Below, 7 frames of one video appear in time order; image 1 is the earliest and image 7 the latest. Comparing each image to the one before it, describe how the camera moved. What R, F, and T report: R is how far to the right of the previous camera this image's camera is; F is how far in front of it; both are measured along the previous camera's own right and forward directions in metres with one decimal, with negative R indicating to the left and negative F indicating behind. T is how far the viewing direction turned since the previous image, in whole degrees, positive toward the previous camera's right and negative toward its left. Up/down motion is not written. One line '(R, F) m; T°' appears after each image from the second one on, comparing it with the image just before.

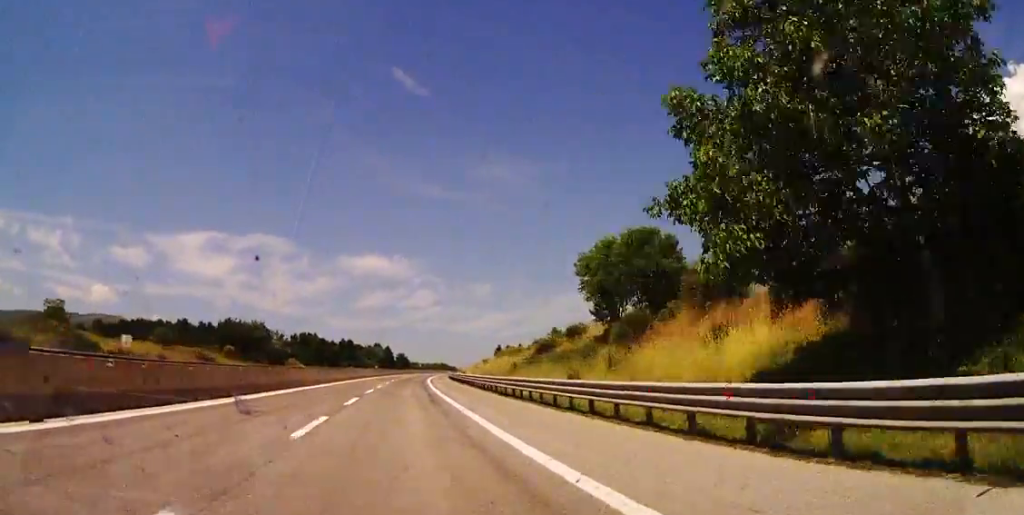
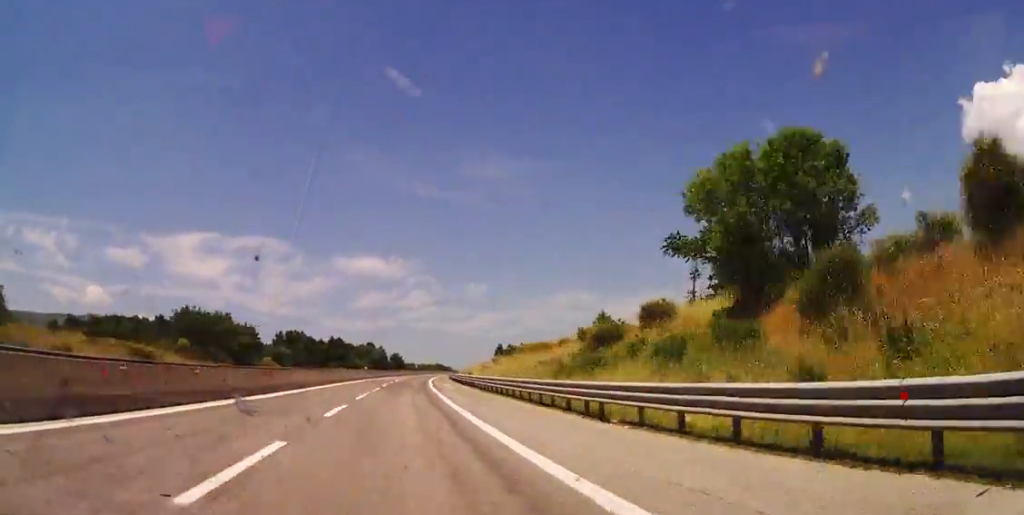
(+0.5, +17.6) m; 0°
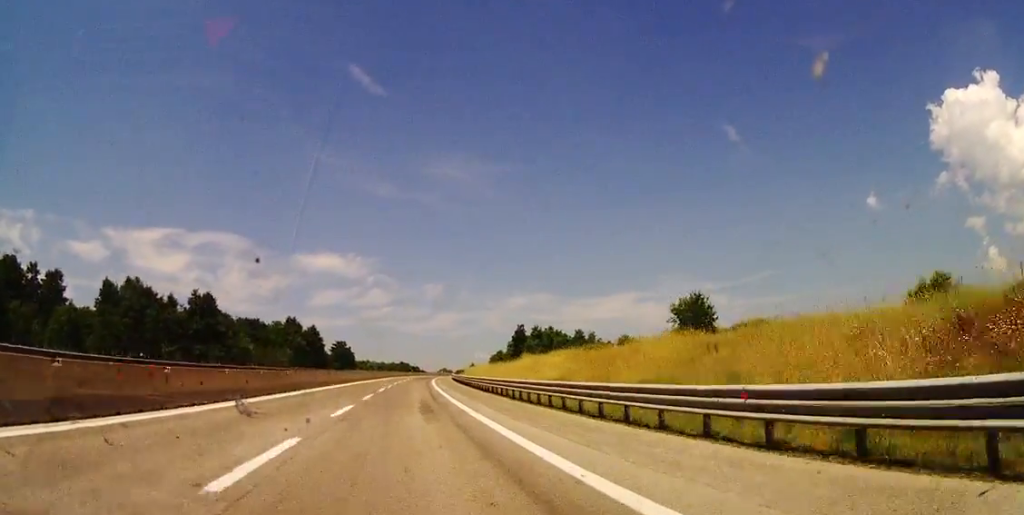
(+3.3, +108.8) m; +4°
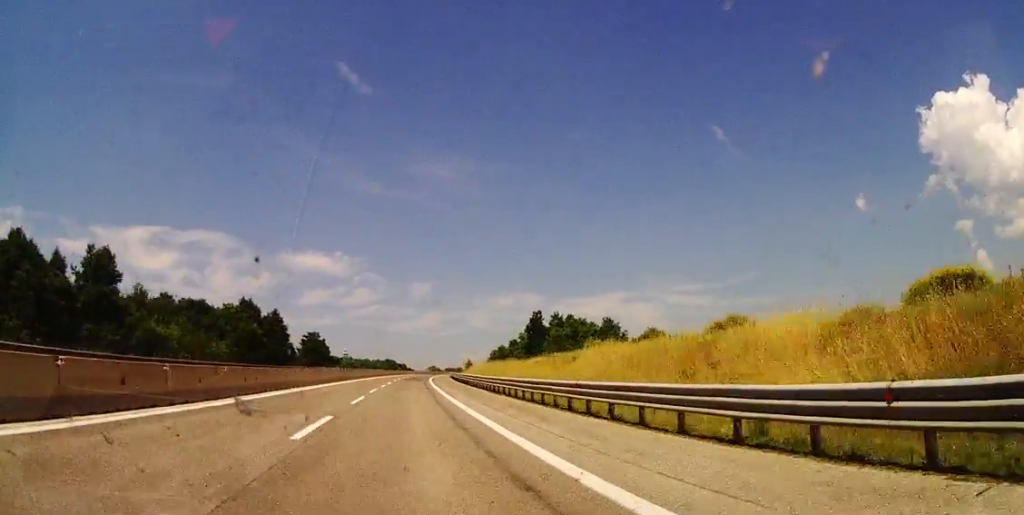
(+0.2, +30.9) m; 0°
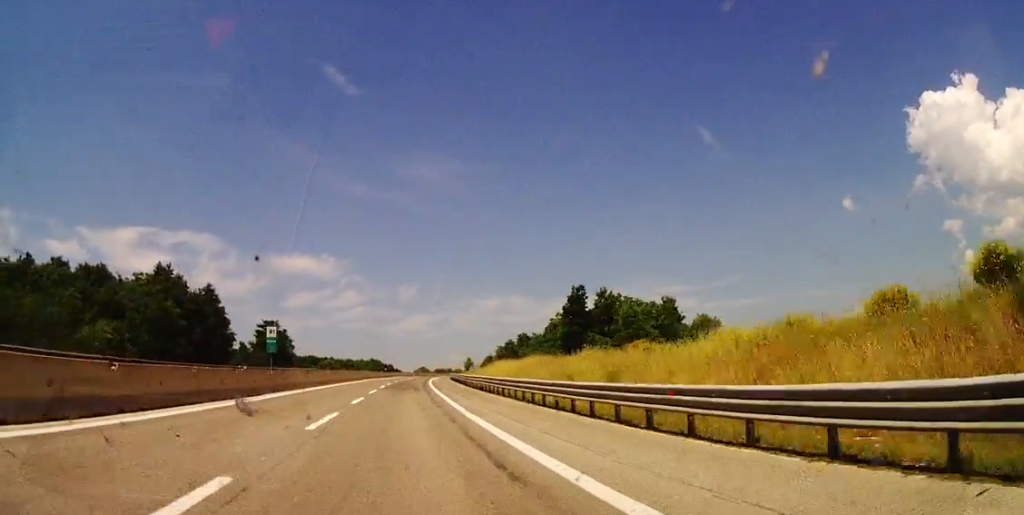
(-0.4, +34.4) m; 0°
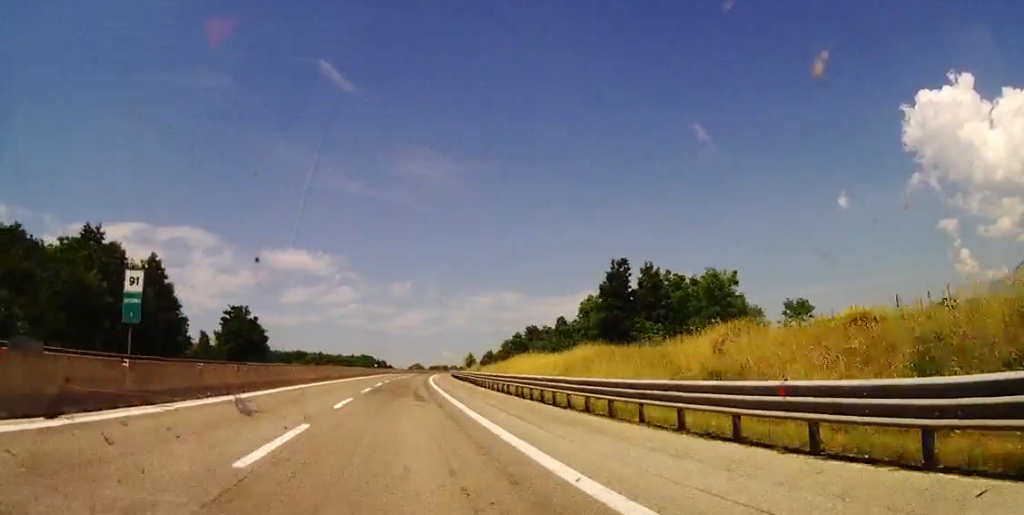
(0.0, +17.8) m; +1°
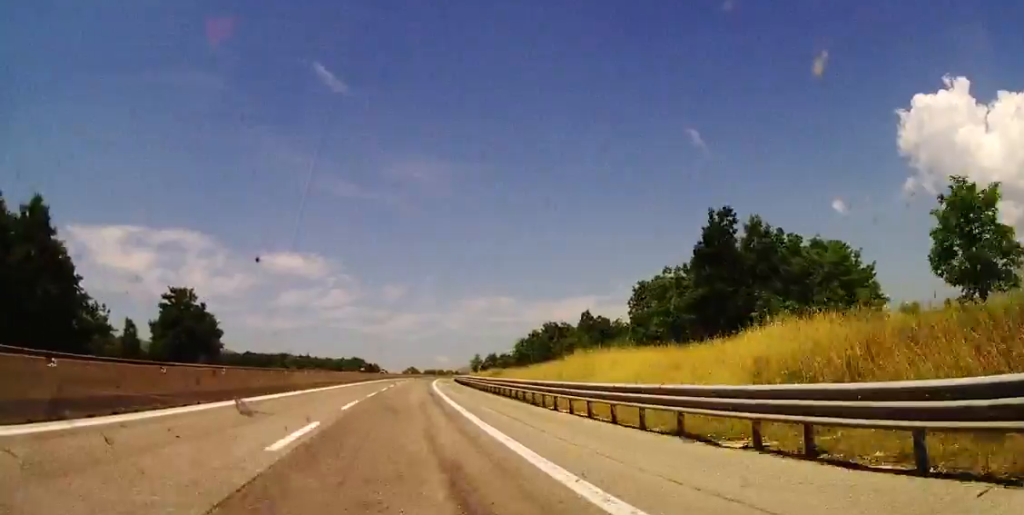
(+0.3, +22.4) m; +1°
